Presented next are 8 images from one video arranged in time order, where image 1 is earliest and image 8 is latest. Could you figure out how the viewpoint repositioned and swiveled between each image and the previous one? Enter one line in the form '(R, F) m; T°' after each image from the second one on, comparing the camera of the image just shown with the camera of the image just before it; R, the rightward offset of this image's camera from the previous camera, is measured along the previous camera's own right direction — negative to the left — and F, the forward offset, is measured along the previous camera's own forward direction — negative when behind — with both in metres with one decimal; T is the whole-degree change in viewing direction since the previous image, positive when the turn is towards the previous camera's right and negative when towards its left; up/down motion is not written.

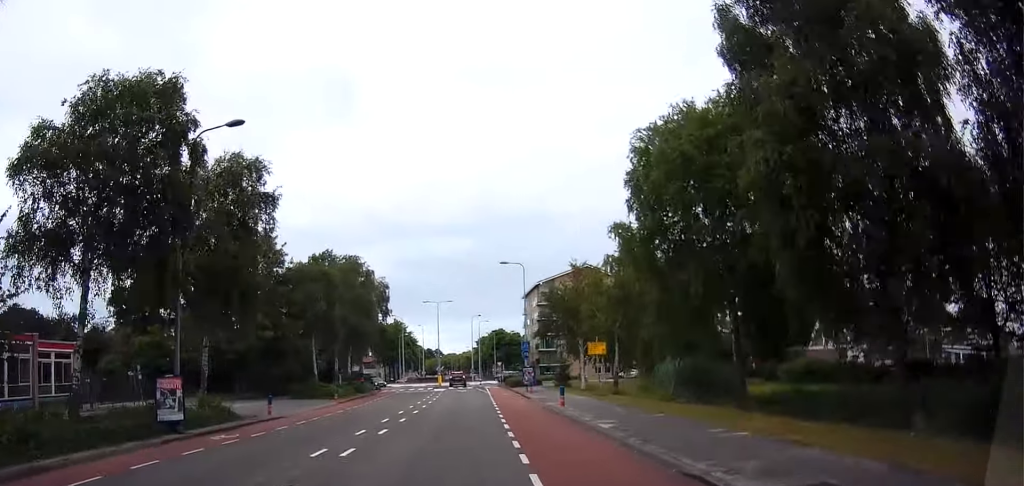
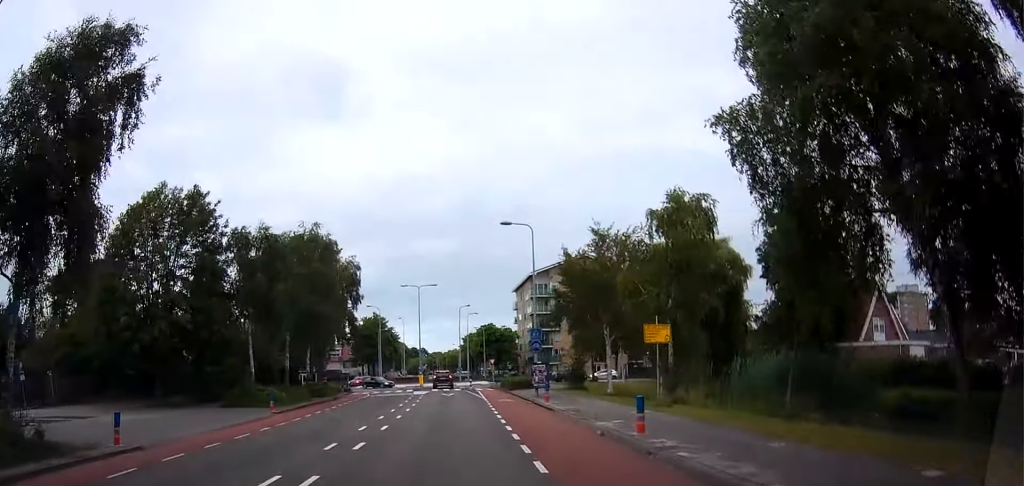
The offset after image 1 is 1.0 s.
(+0.4, +10.9) m; +2°
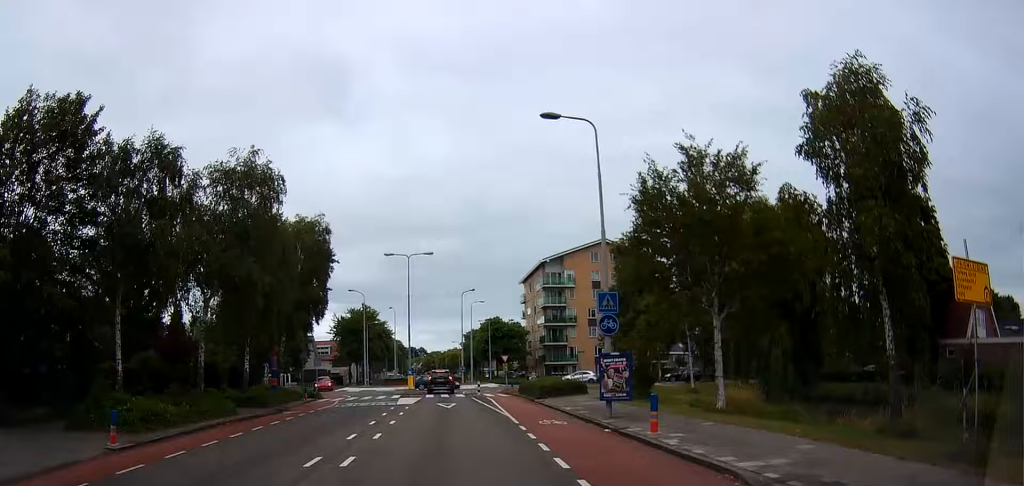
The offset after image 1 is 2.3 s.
(-0.2, +13.9) m; -2°
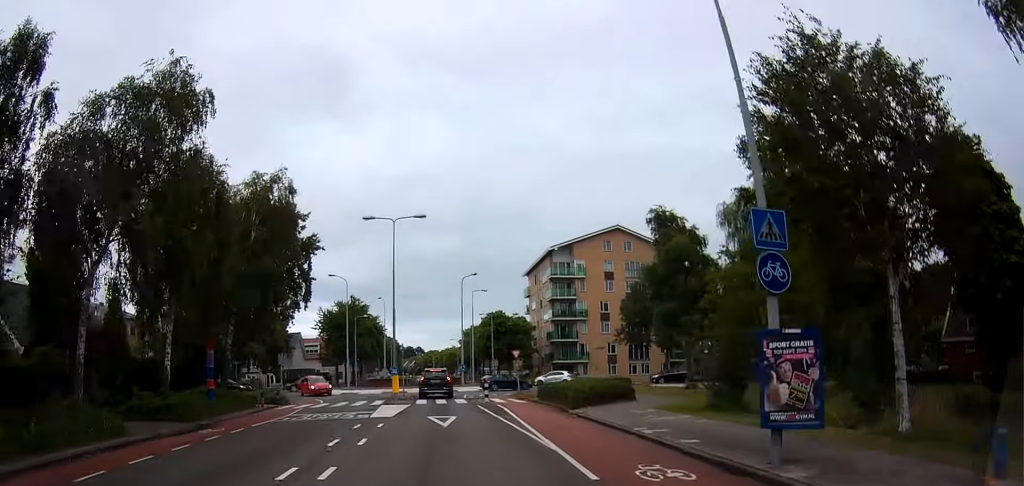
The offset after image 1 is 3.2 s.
(-0.1, +9.3) m; 0°
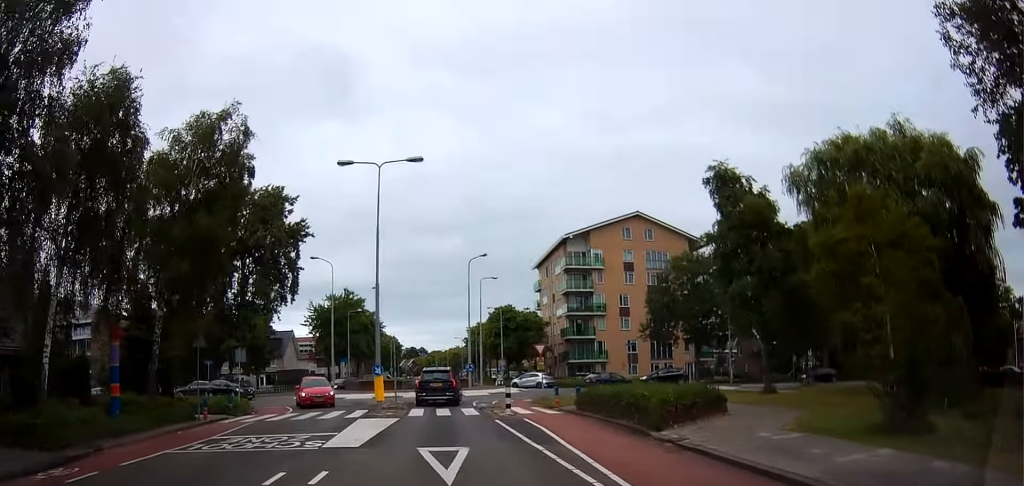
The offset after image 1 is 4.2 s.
(0.0, +8.6) m; 0°
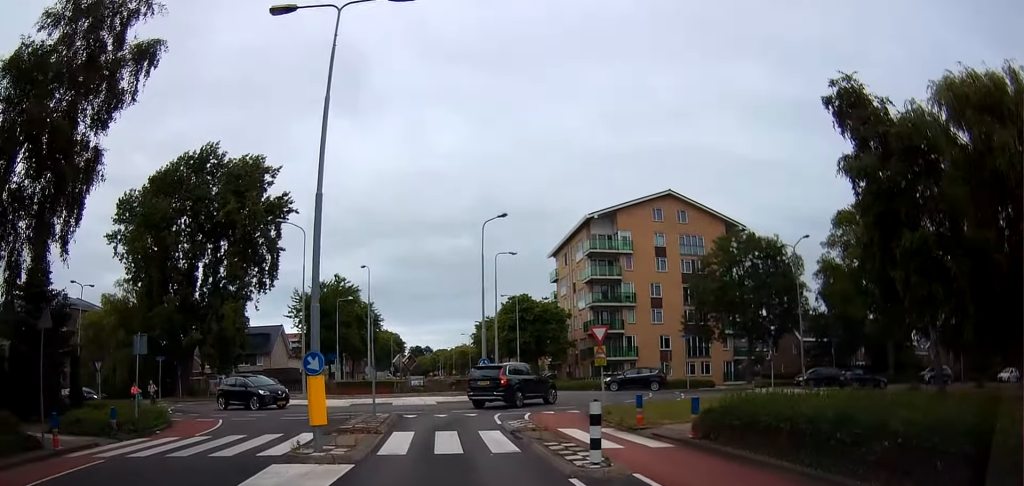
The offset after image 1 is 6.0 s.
(+0.3, +11.8) m; +2°
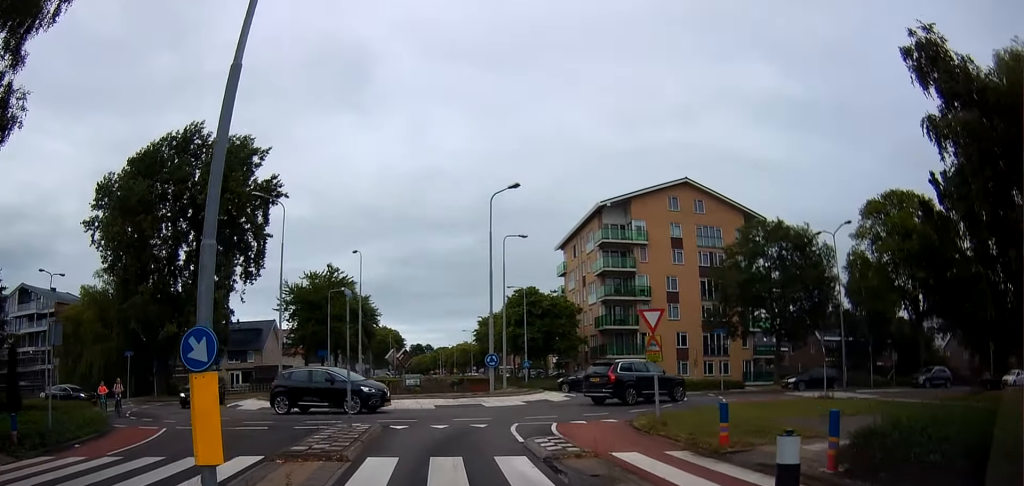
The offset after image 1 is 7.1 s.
(-0.1, +5.2) m; -3°
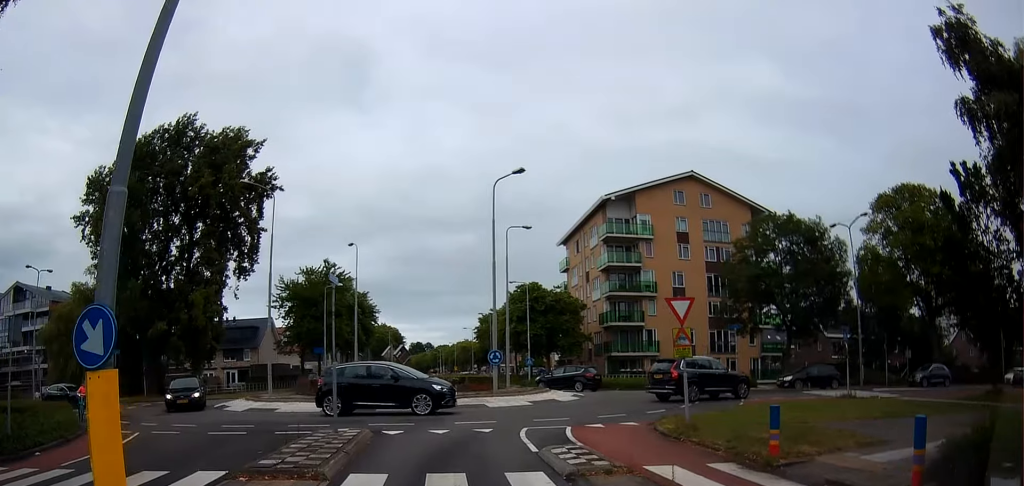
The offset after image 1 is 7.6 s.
(-0.1, +1.9) m; -1°
